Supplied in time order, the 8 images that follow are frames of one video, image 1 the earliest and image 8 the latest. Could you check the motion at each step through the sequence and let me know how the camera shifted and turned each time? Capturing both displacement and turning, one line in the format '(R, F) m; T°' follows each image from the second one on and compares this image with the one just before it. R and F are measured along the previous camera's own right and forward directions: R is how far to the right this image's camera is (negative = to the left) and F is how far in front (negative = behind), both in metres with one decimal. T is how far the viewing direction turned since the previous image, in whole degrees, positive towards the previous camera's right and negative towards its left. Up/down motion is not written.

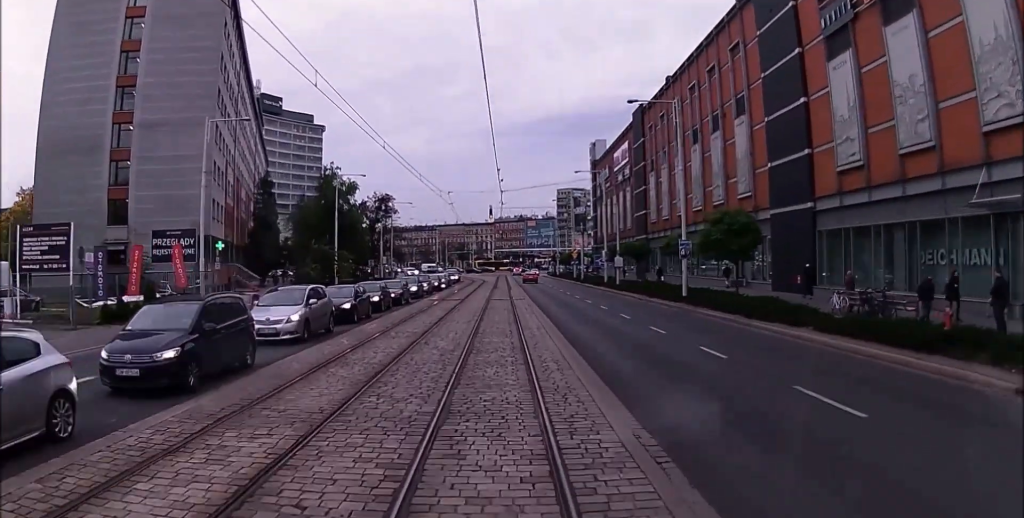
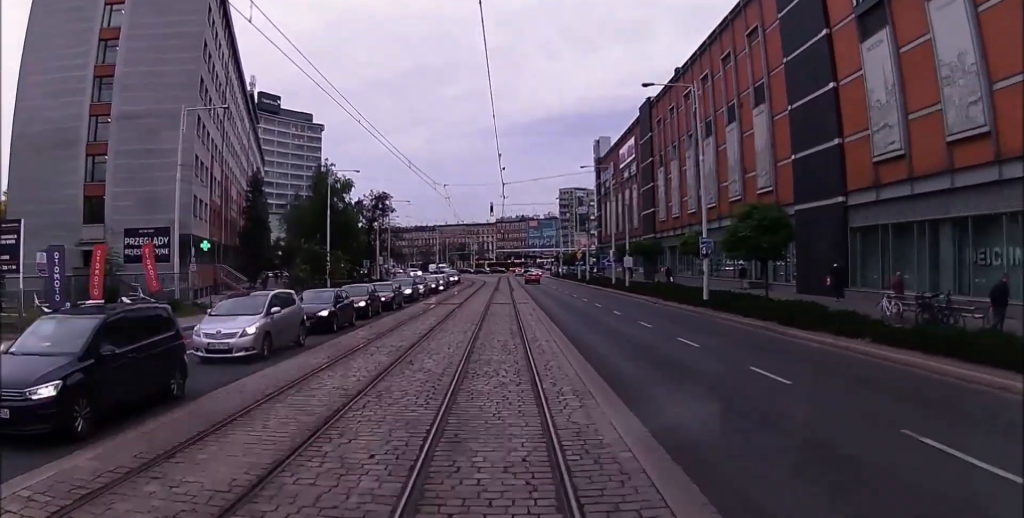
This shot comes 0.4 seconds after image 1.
(0.0, +3.5) m; -1°
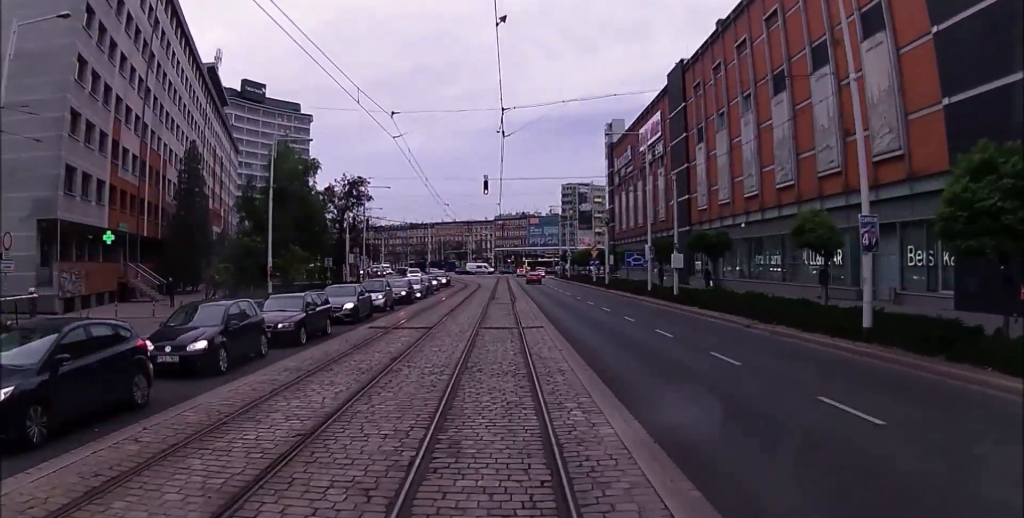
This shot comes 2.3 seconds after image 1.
(-0.3, +15.1) m; -1°
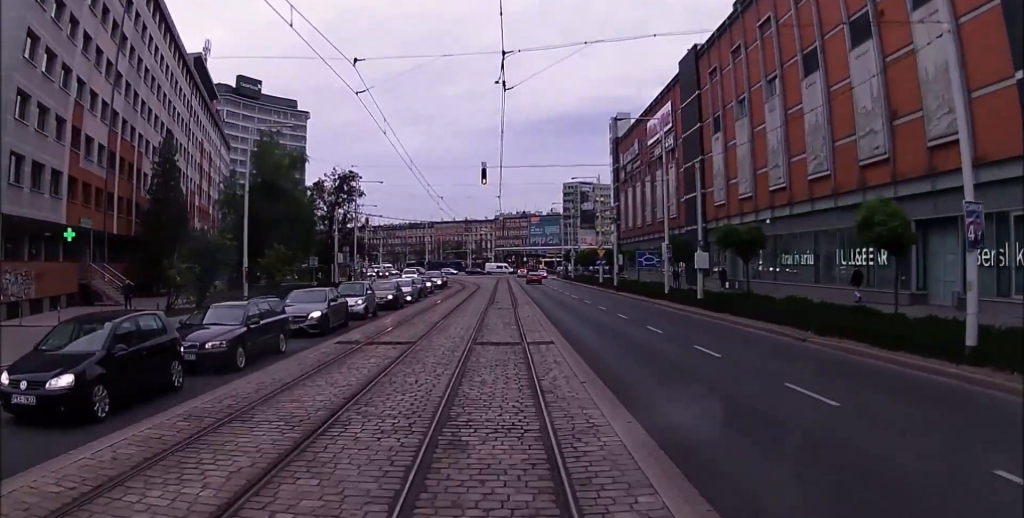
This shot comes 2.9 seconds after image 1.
(0.0, +4.4) m; 0°
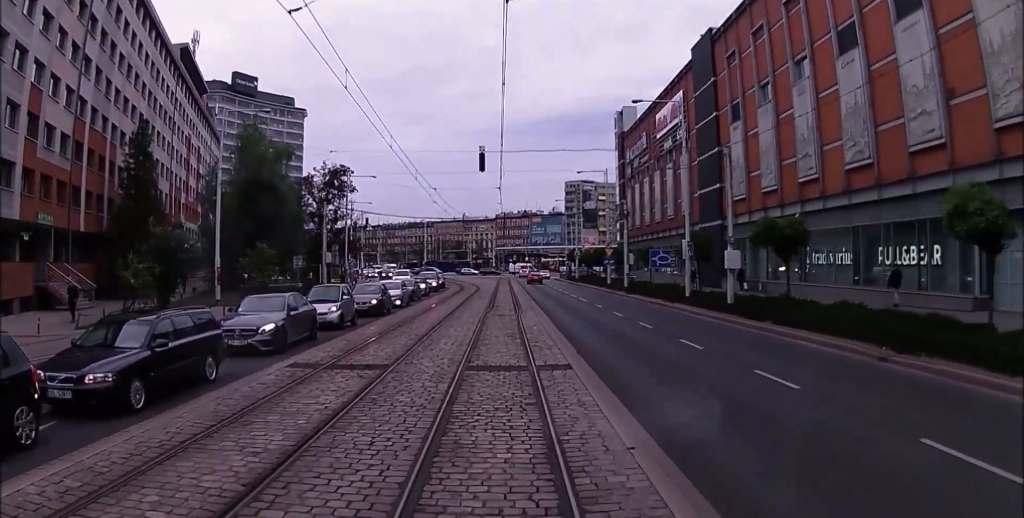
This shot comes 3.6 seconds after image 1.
(0.0, +4.2) m; 0°
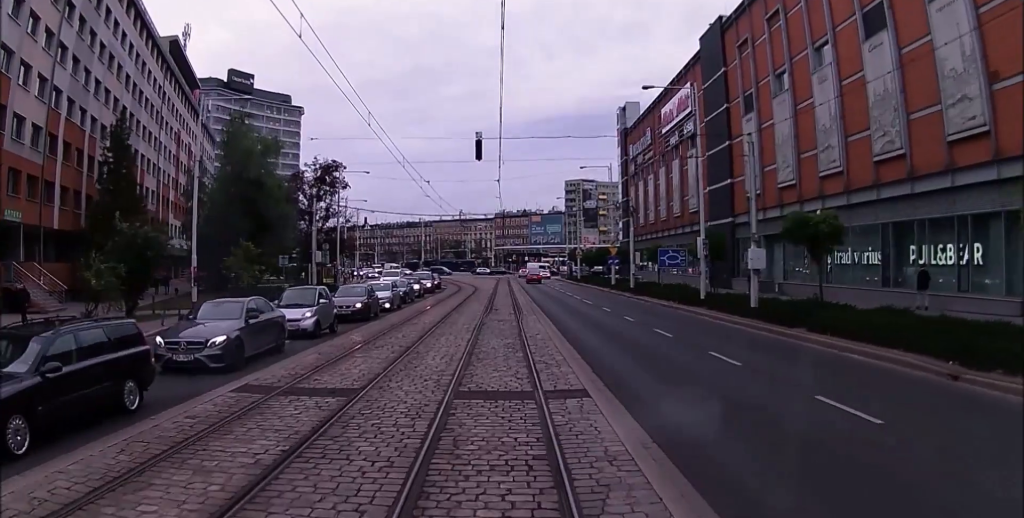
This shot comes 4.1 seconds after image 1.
(0.0, +2.8) m; 0°
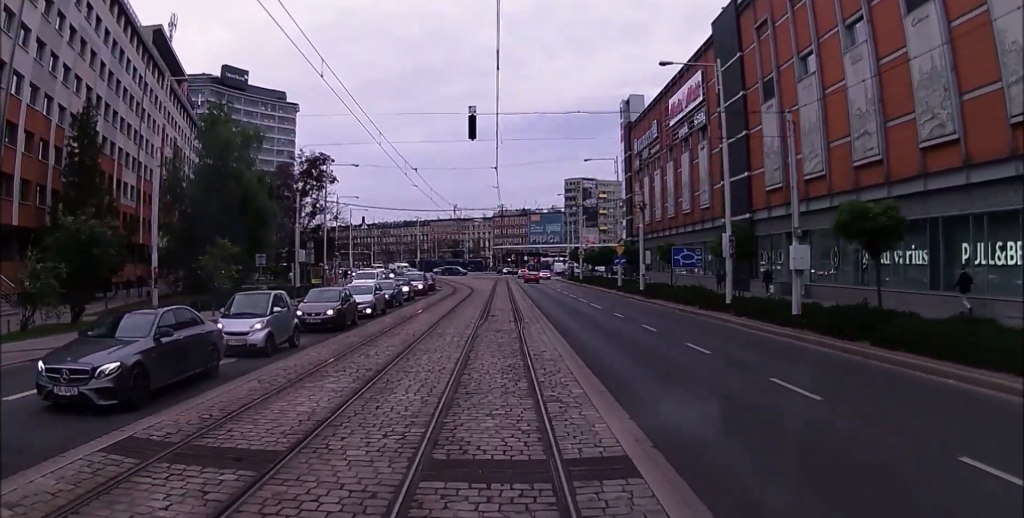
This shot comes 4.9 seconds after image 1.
(0.0, +3.9) m; 0°
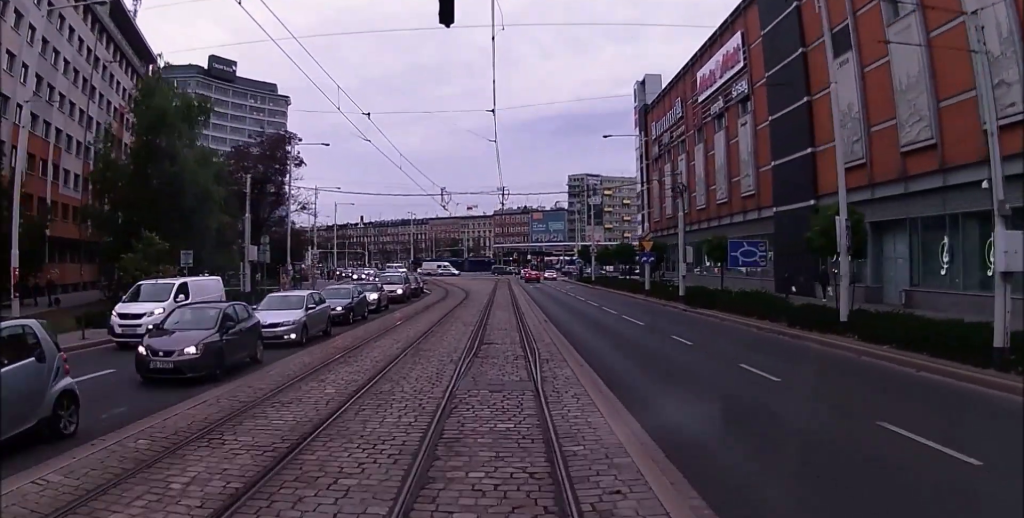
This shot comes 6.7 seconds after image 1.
(+0.1, +9.0) m; +2°
